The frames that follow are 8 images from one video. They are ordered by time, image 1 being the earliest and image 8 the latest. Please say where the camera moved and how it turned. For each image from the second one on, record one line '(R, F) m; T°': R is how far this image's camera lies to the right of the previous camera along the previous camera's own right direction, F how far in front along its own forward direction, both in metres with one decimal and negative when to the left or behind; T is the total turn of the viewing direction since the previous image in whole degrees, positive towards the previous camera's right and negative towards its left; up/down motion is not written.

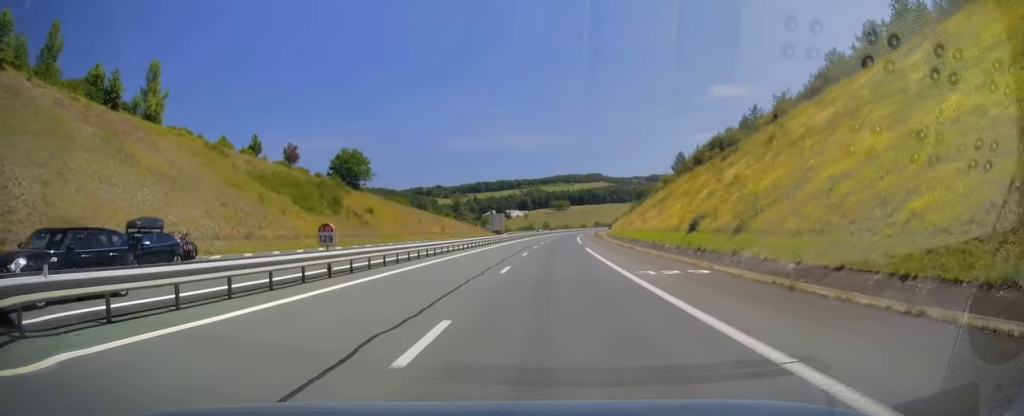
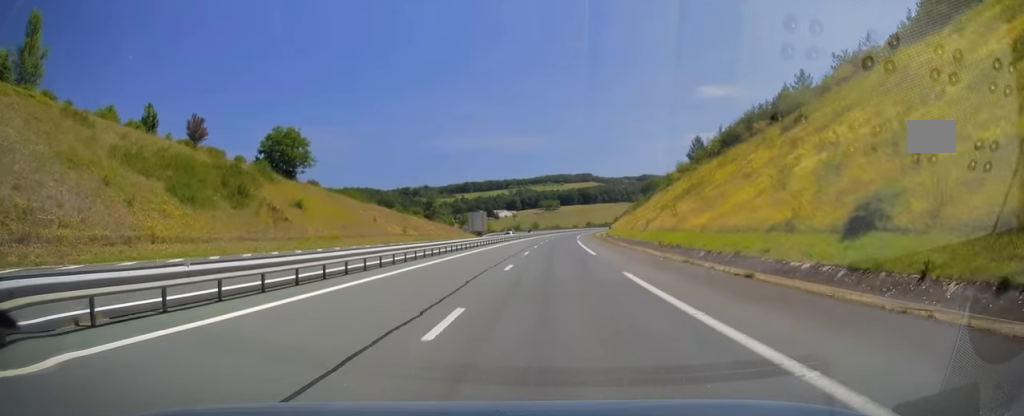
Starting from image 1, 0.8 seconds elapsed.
(+0.2, +24.3) m; +1°
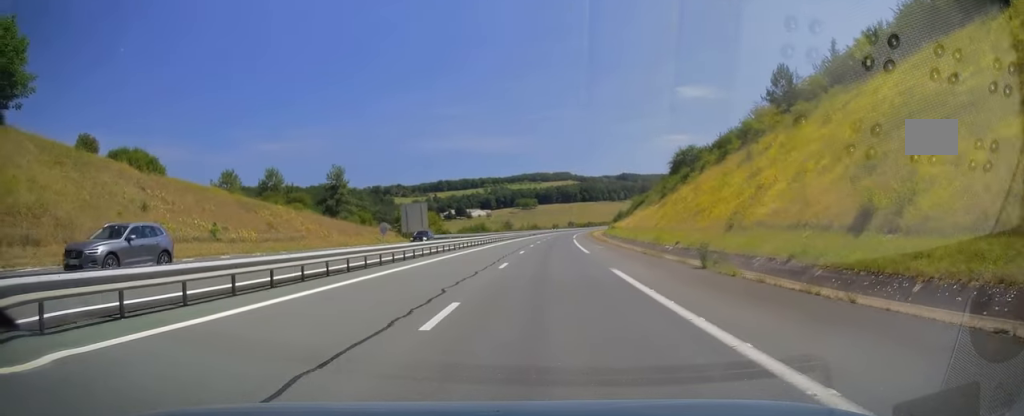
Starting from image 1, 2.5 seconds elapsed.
(+1.1, +50.6) m; +3°
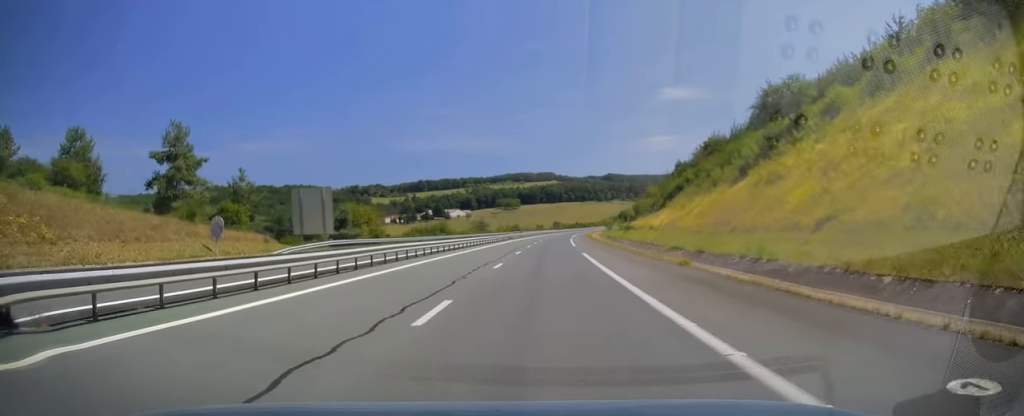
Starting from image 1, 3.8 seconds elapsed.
(+0.9, +38.1) m; +1°
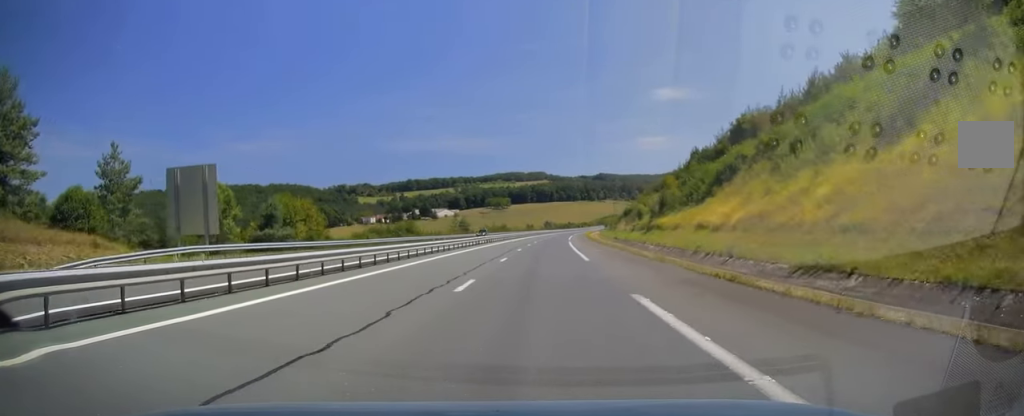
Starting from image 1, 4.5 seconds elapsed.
(-0.3, +20.9) m; +1°
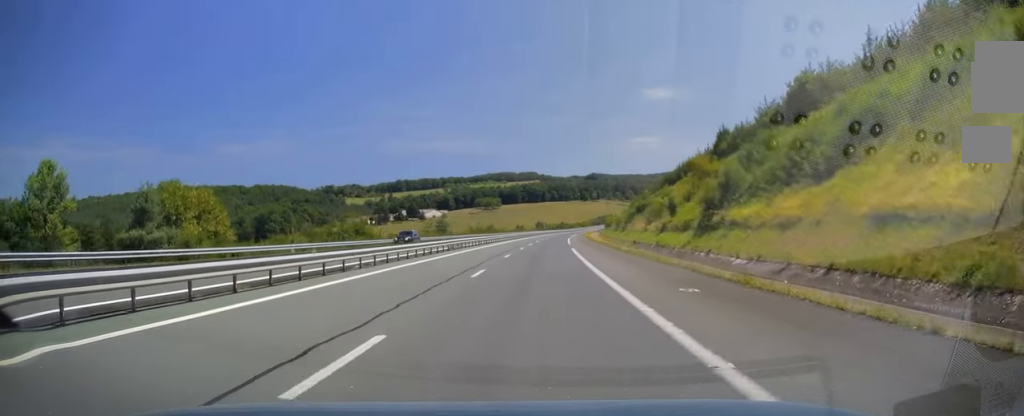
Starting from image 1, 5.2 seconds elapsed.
(+0.6, +21.3) m; +1°
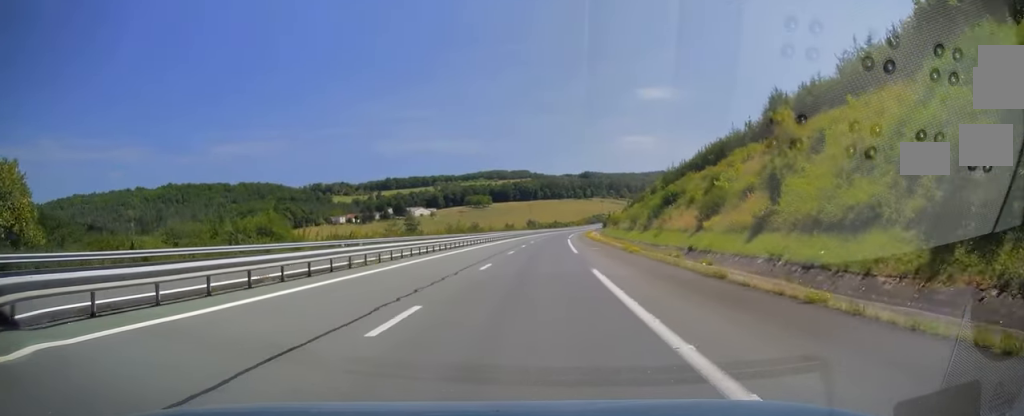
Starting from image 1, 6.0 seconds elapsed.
(-0.1, +22.8) m; +1°
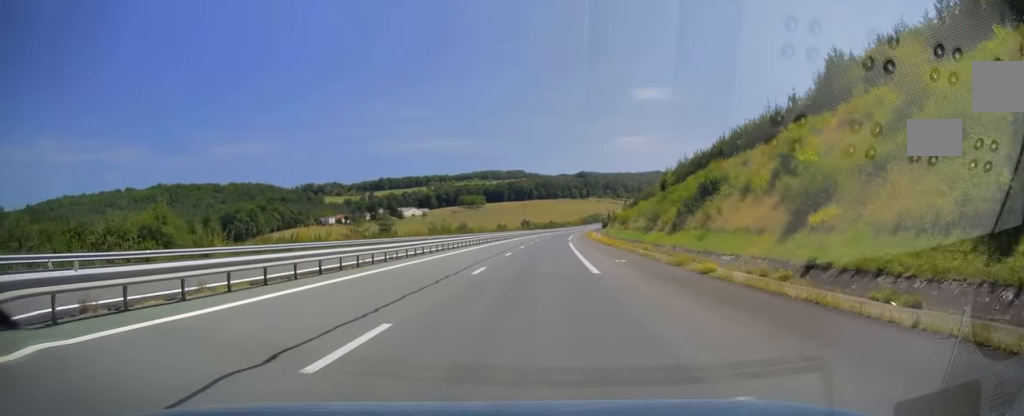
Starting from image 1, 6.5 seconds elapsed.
(-0.3, +14.9) m; 0°
